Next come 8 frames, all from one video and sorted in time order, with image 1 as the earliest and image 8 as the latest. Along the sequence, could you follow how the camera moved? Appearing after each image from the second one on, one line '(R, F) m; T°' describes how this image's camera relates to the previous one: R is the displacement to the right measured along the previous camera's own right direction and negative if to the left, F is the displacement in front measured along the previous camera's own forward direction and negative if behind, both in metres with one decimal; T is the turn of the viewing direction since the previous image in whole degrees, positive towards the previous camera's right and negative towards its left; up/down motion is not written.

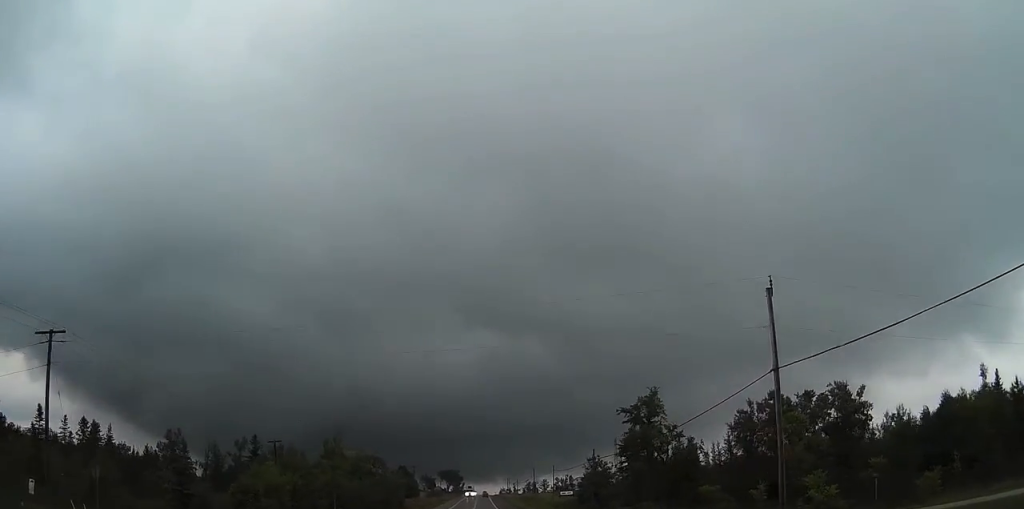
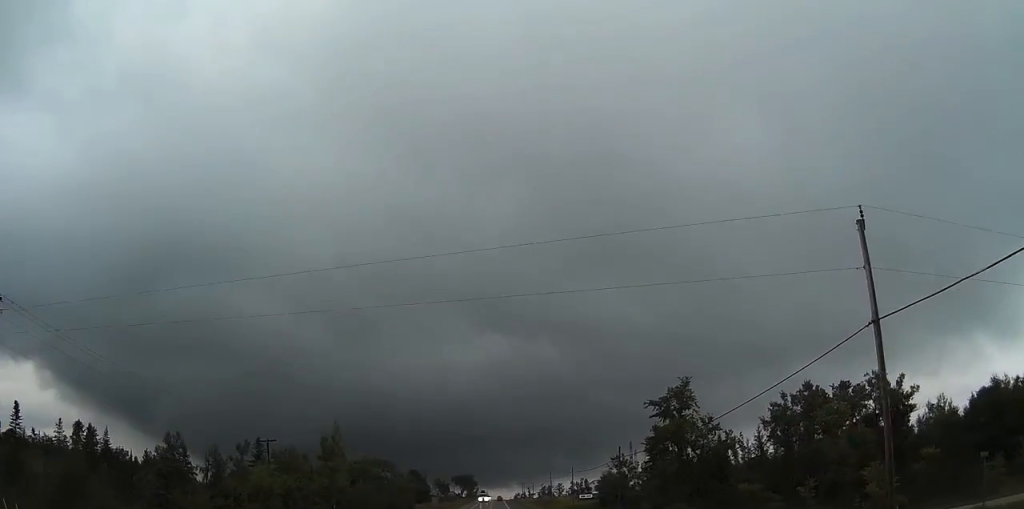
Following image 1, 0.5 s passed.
(0.0, +7.3) m; 0°
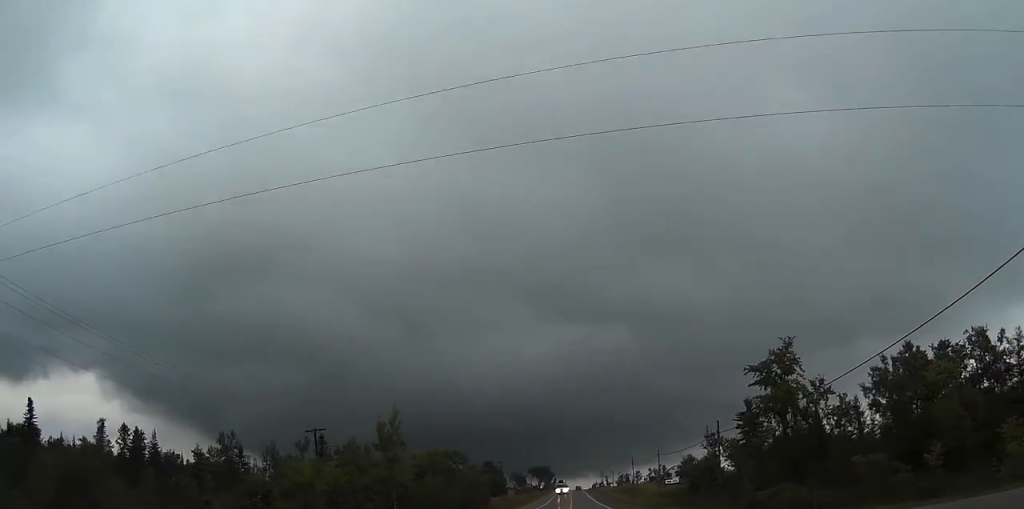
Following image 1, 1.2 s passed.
(0.0, +9.7) m; 0°
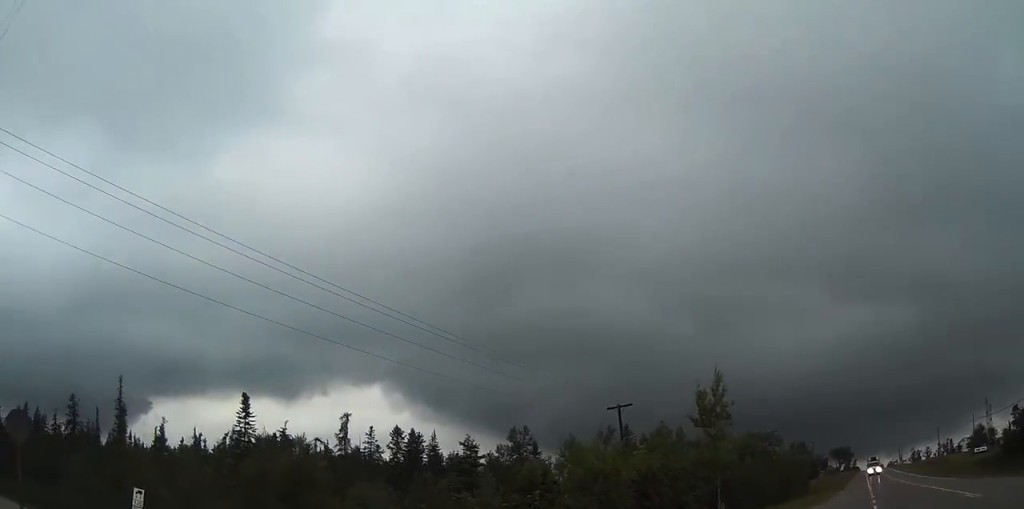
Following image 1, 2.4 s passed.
(0.0, +14.4) m; -3°
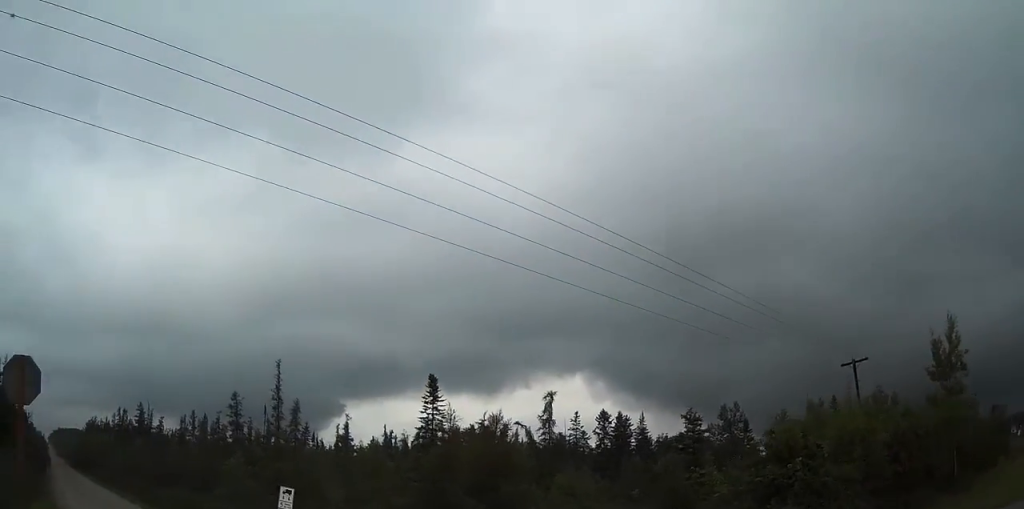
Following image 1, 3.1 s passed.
(+0.4, +8.0) m; -20°
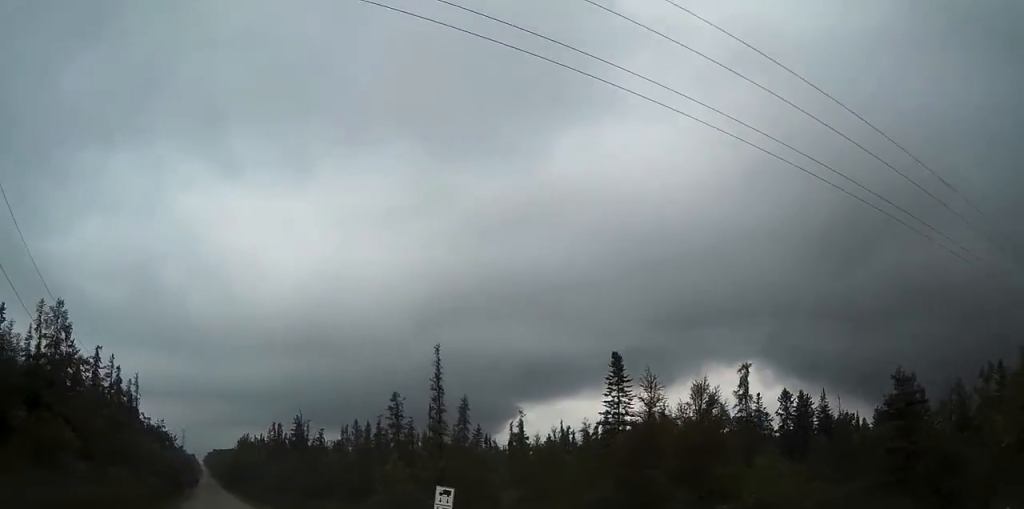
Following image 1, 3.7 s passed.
(-1.7, +5.9) m; -19°
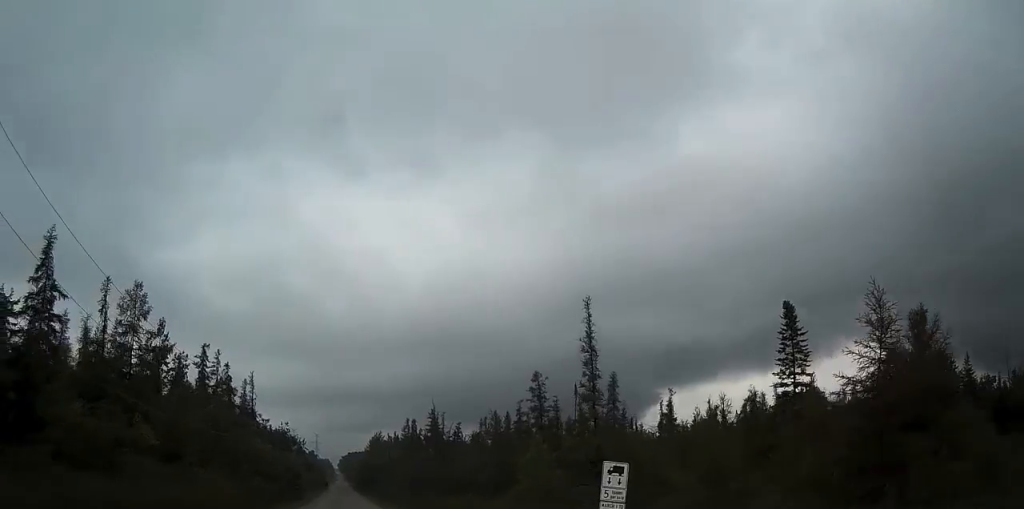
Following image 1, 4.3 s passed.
(-1.6, +6.7) m; -21°
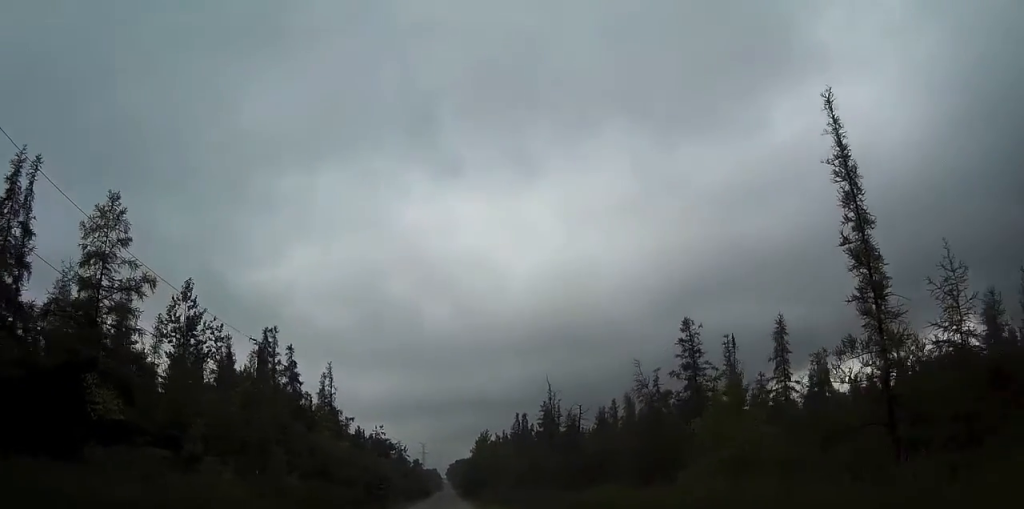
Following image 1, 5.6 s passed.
(-1.9, +15.9) m; -8°
